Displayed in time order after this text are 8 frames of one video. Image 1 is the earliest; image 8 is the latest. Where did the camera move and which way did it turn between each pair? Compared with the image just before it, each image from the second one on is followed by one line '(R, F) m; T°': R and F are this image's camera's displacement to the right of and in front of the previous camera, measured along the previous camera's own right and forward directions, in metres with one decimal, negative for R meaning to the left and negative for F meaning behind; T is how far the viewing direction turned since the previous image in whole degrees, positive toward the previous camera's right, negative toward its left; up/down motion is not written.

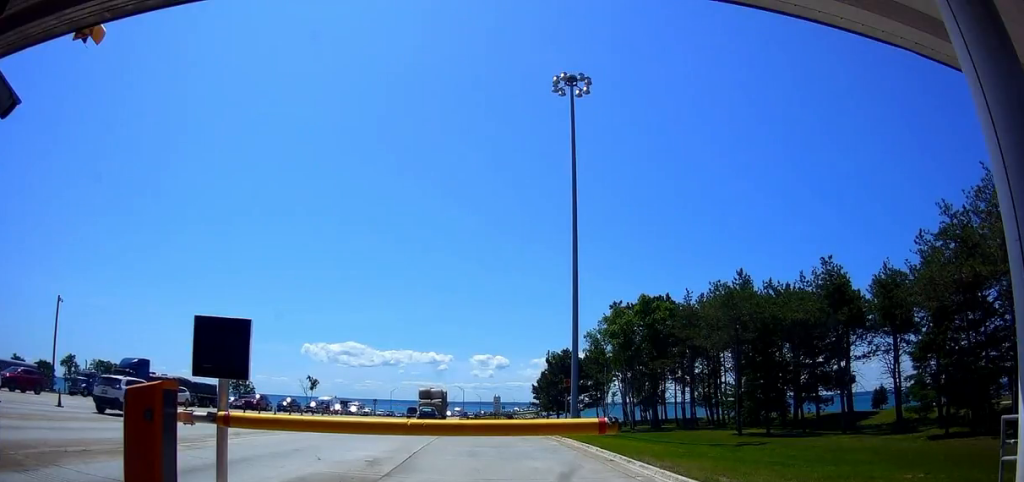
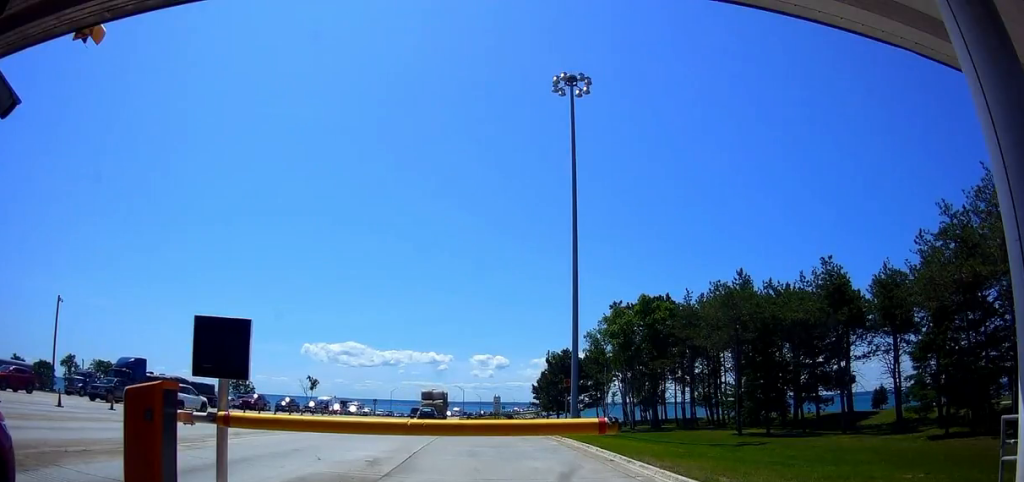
(0.0, 0.0) m; 0°
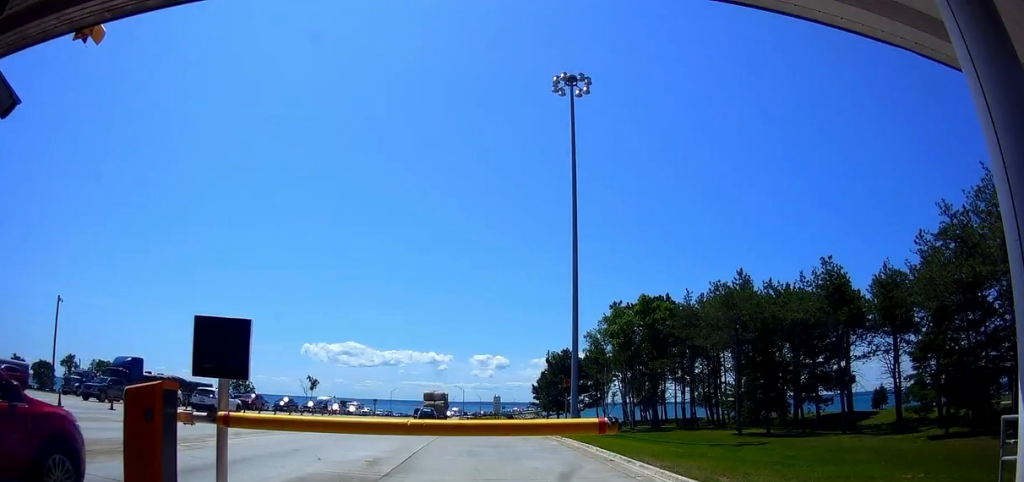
(0.0, 0.0) m; 0°
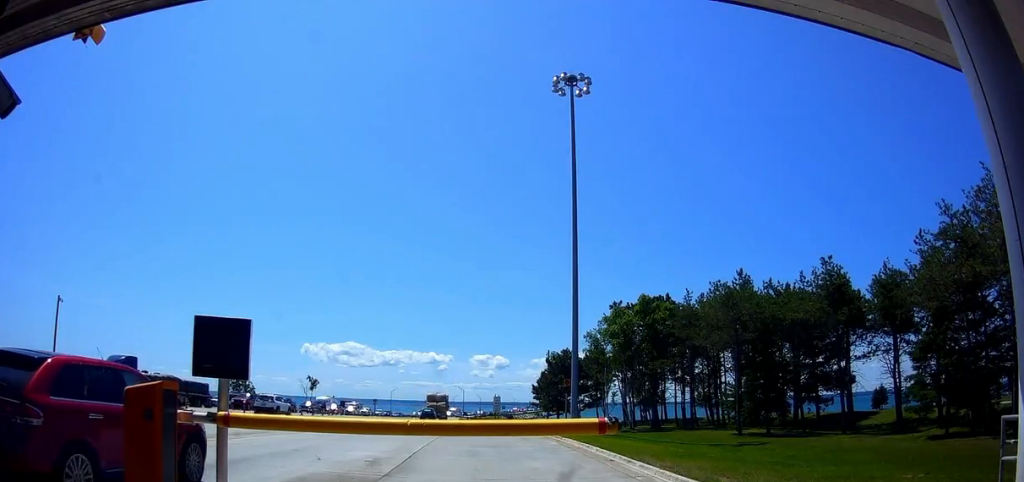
(0.0, 0.0) m; 0°
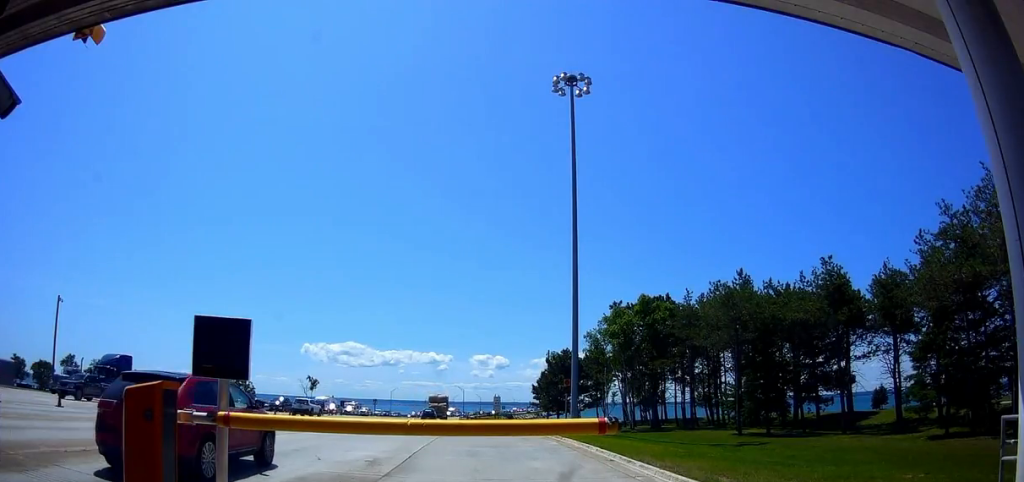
(0.0, 0.0) m; 0°
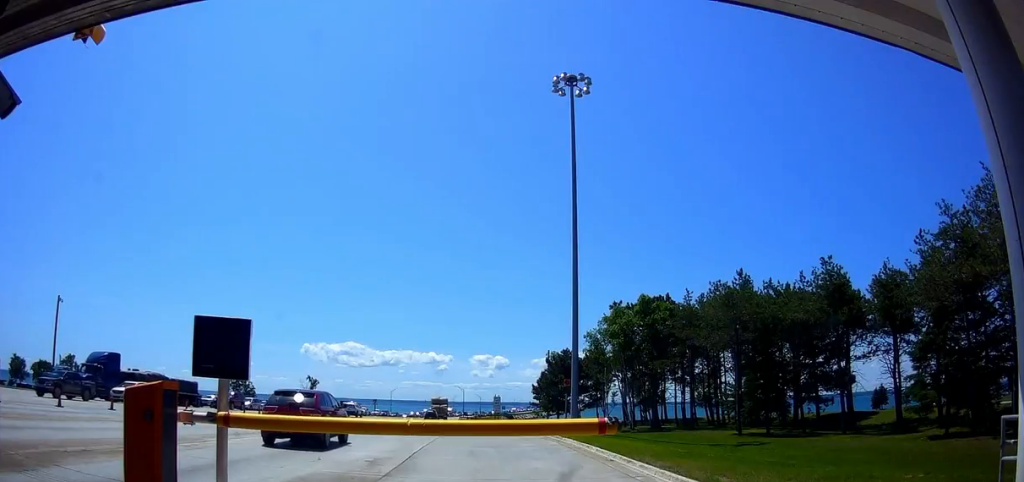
(0.0, 0.0) m; 0°
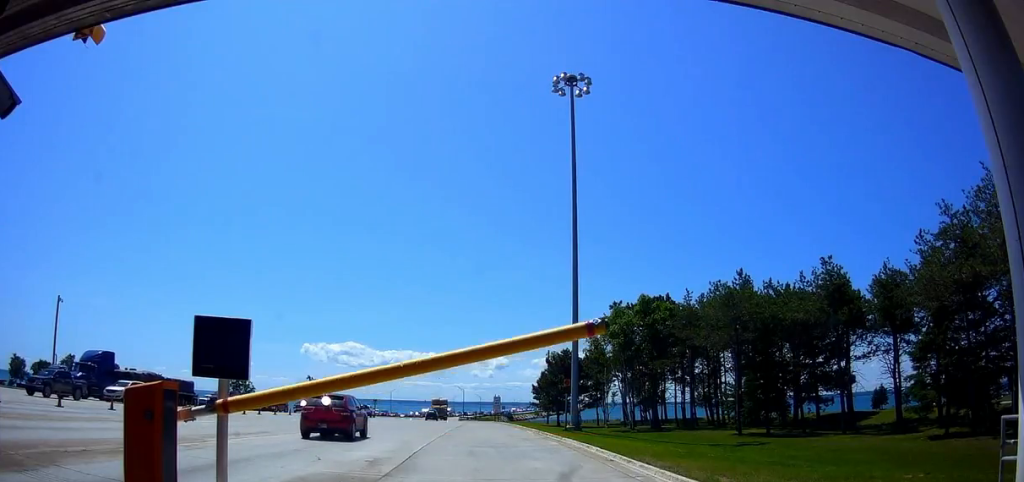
(0.0, 0.0) m; 0°
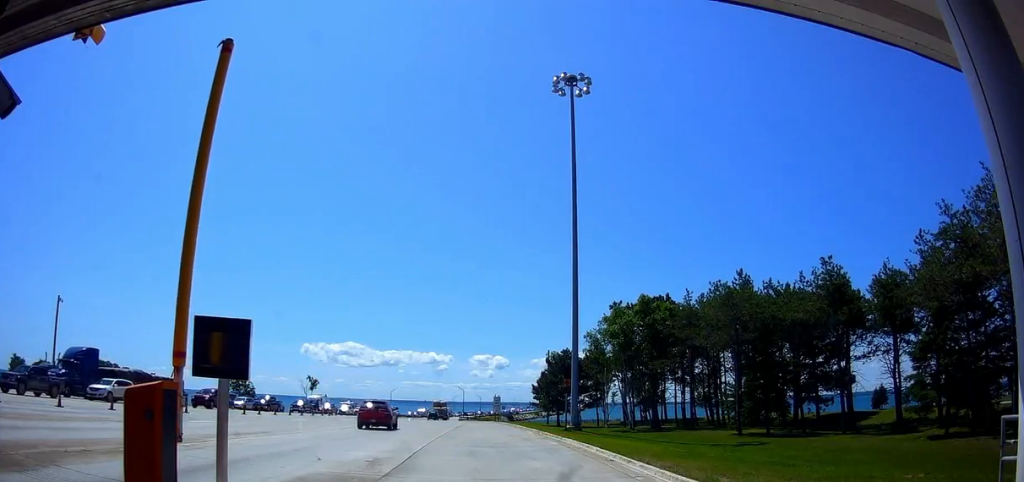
(0.0, 0.0) m; 0°
